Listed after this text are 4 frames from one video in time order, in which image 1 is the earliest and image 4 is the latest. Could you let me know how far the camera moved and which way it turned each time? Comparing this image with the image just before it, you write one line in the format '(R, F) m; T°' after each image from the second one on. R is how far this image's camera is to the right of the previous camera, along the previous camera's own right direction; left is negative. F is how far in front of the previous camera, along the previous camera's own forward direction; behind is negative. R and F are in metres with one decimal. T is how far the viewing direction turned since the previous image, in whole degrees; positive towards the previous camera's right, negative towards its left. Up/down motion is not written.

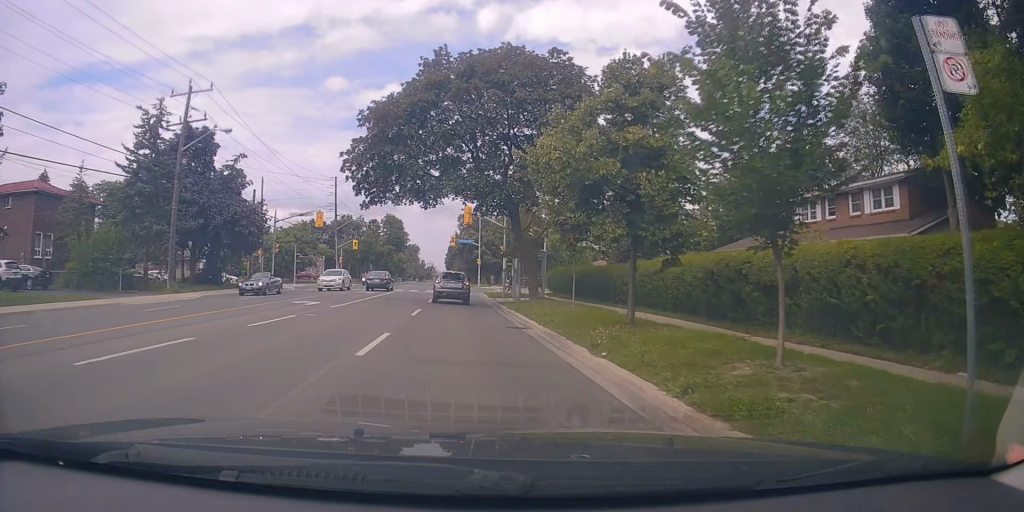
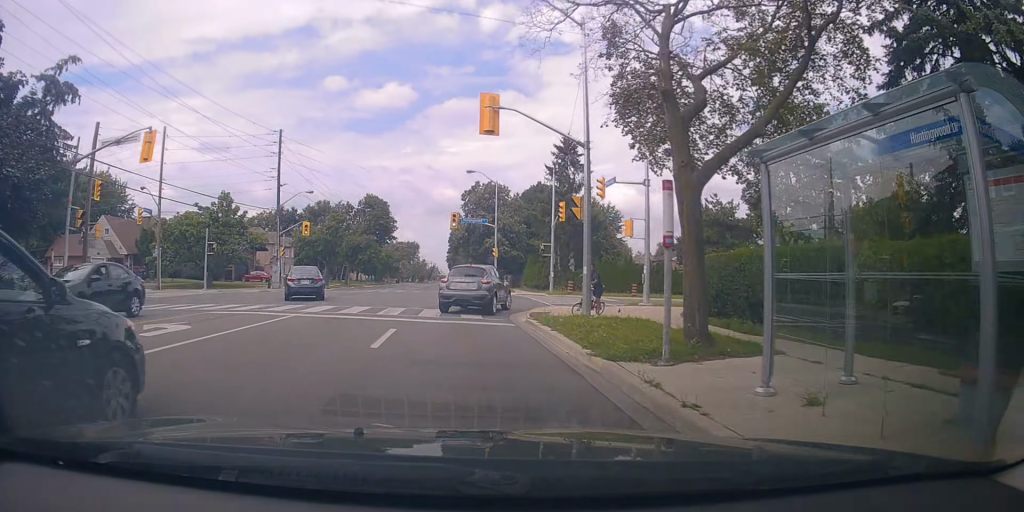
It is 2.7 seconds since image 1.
(+0.5, +28.5) m; -2°
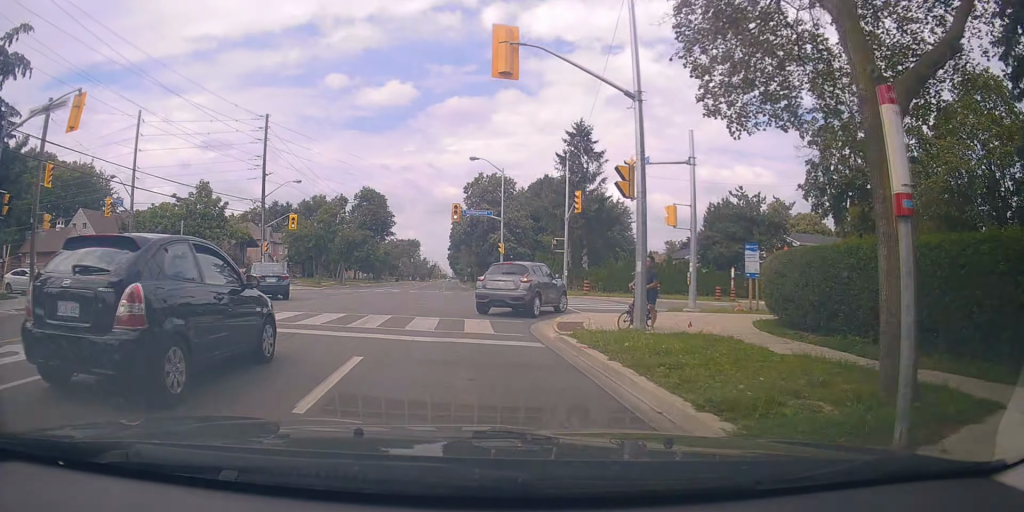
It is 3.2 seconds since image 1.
(-0.1, +5.0) m; 0°
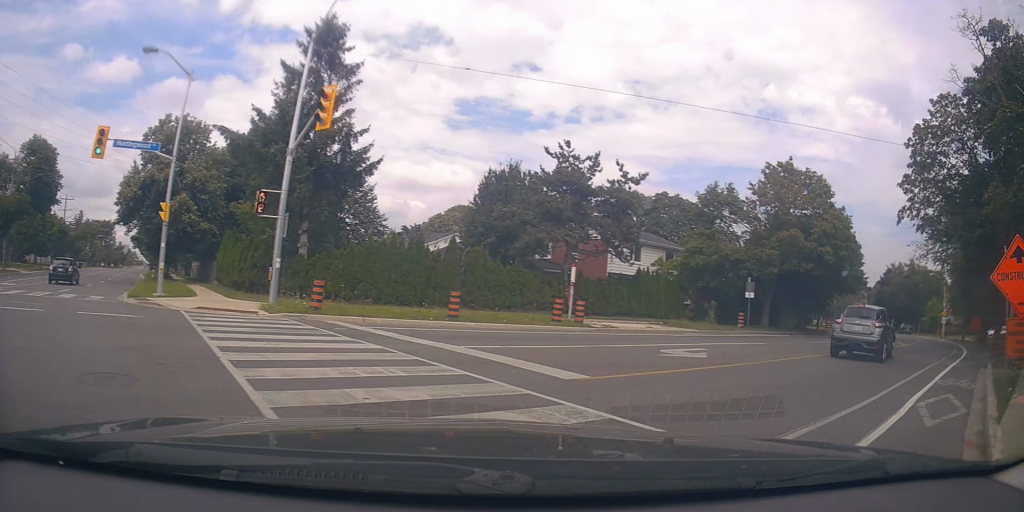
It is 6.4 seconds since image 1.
(+3.7, +21.4) m; +45°
